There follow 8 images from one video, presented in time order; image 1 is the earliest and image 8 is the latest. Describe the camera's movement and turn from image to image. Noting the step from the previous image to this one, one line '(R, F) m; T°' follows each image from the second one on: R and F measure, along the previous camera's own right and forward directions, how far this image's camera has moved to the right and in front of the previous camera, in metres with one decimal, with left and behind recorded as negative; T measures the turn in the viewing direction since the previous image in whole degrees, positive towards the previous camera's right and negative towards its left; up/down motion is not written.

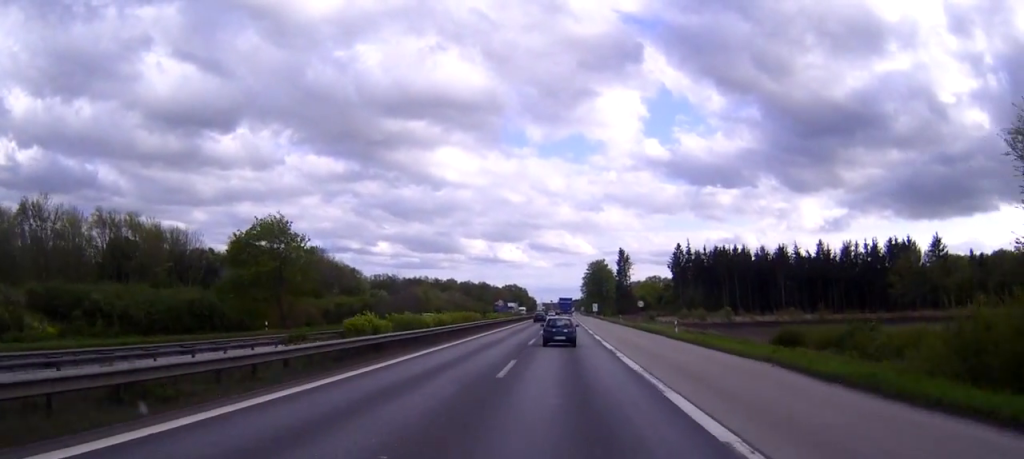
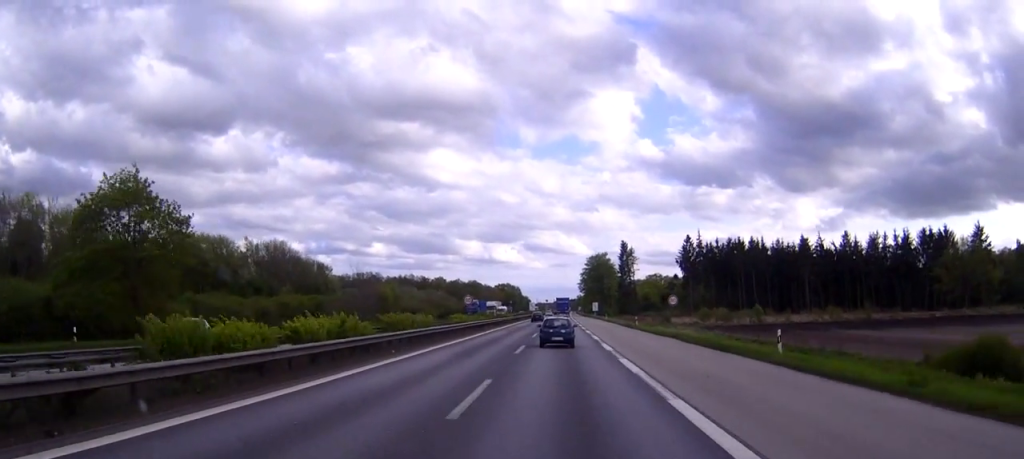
(+0.1, +25.3) m; 0°
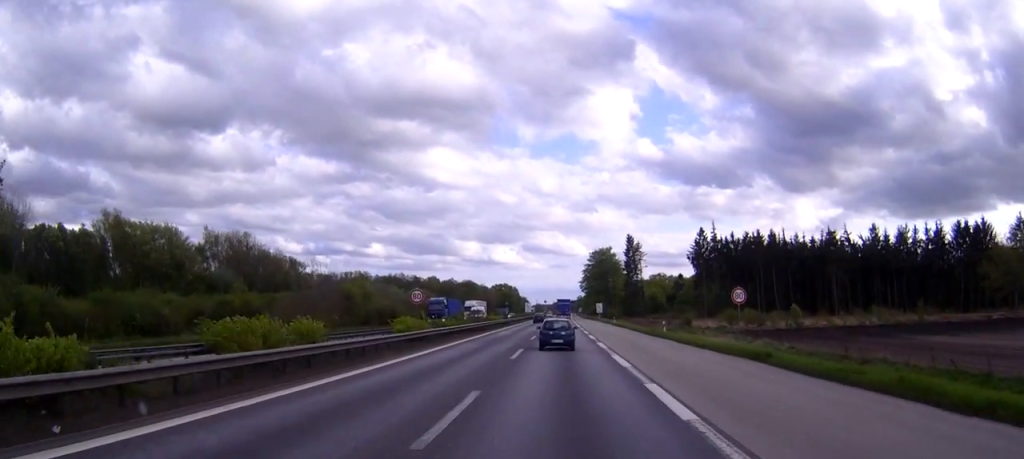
(0.0, +20.2) m; 0°
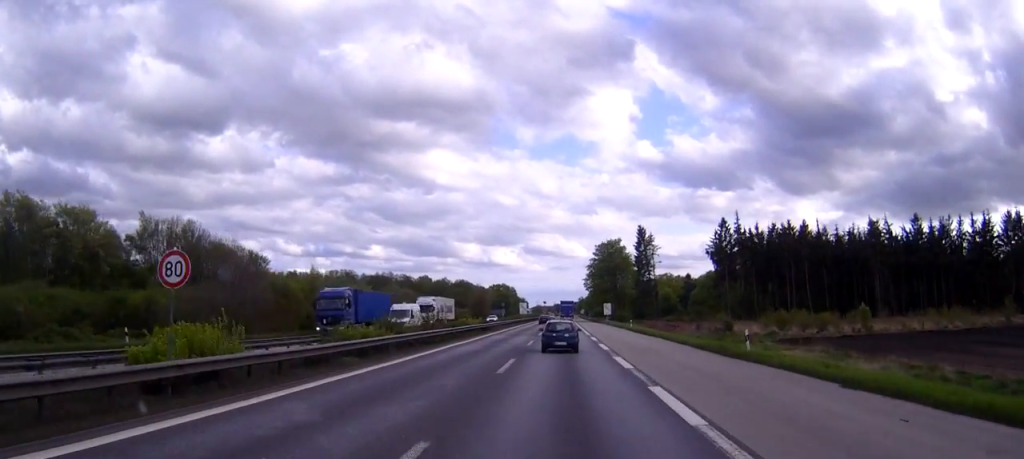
(0.0, +24.4) m; 0°
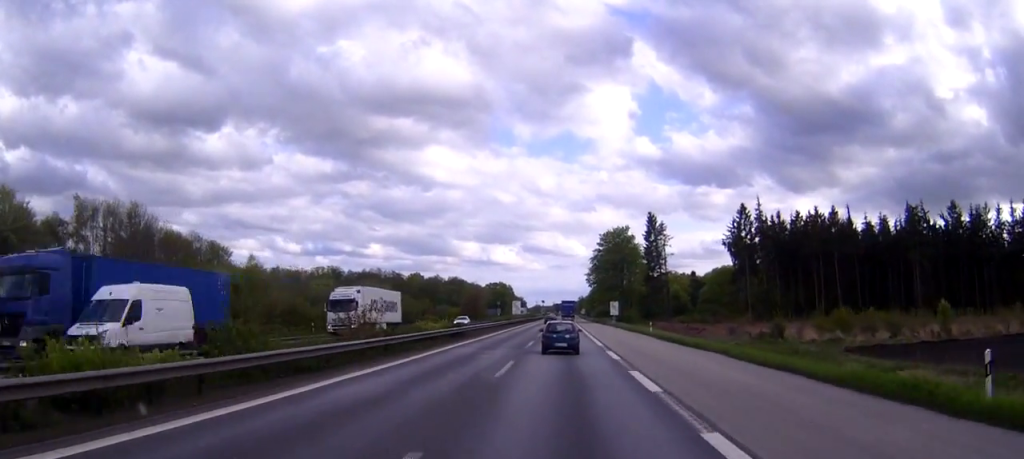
(0.0, +18.5) m; 0°
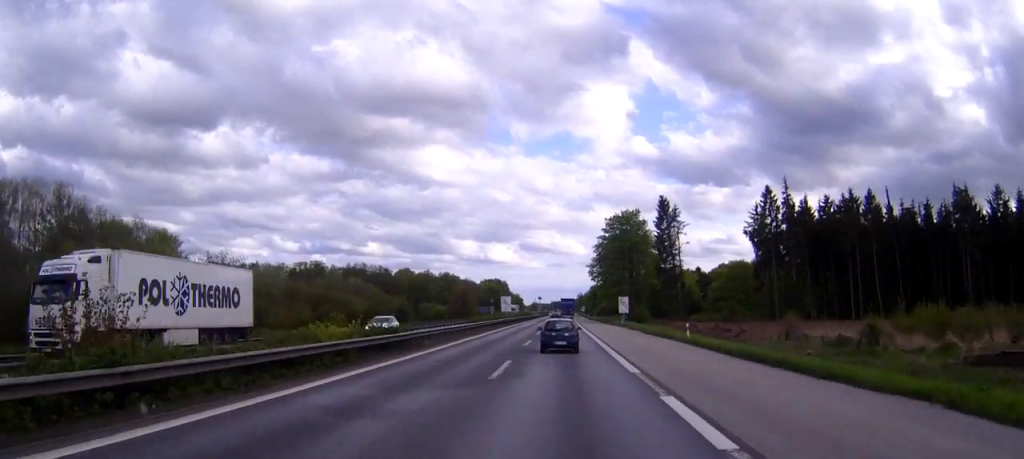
(-0.1, +19.4) m; 0°
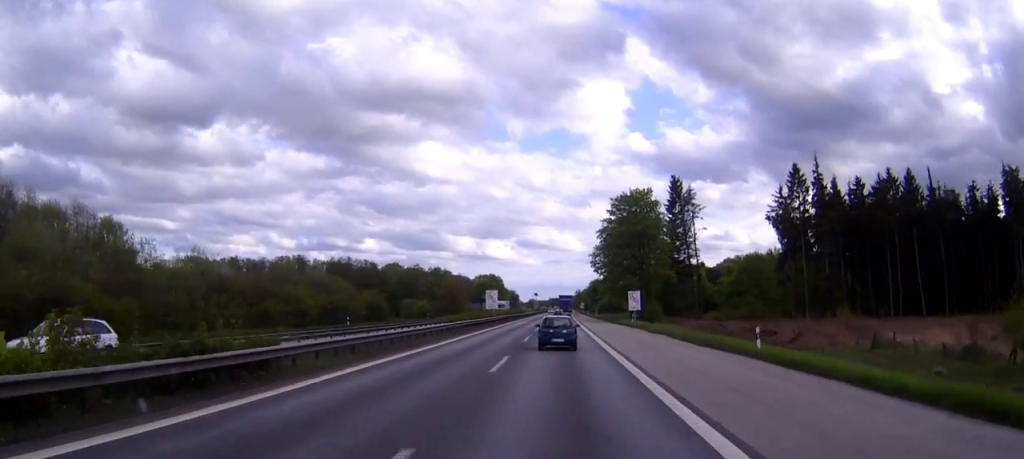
(0.0, +16.8) m; 0°
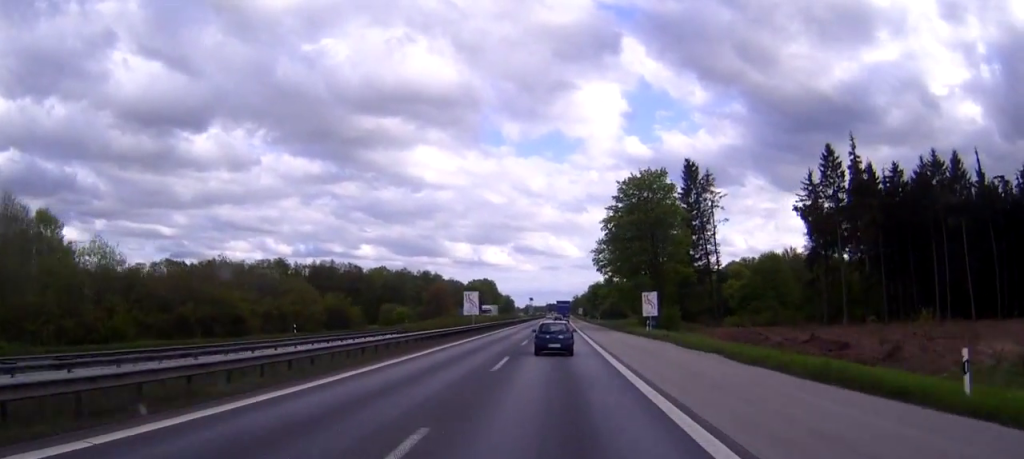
(0.0, +16.0) m; 0°
